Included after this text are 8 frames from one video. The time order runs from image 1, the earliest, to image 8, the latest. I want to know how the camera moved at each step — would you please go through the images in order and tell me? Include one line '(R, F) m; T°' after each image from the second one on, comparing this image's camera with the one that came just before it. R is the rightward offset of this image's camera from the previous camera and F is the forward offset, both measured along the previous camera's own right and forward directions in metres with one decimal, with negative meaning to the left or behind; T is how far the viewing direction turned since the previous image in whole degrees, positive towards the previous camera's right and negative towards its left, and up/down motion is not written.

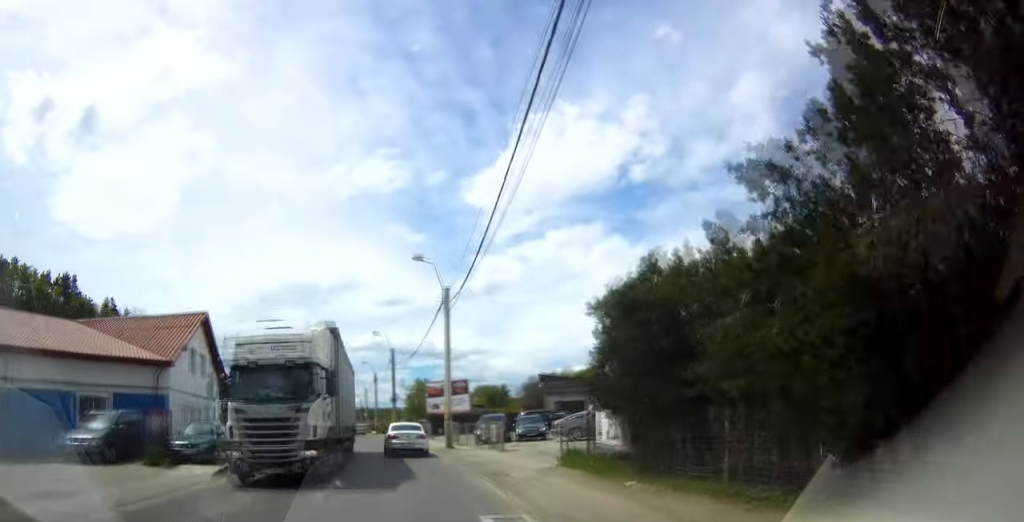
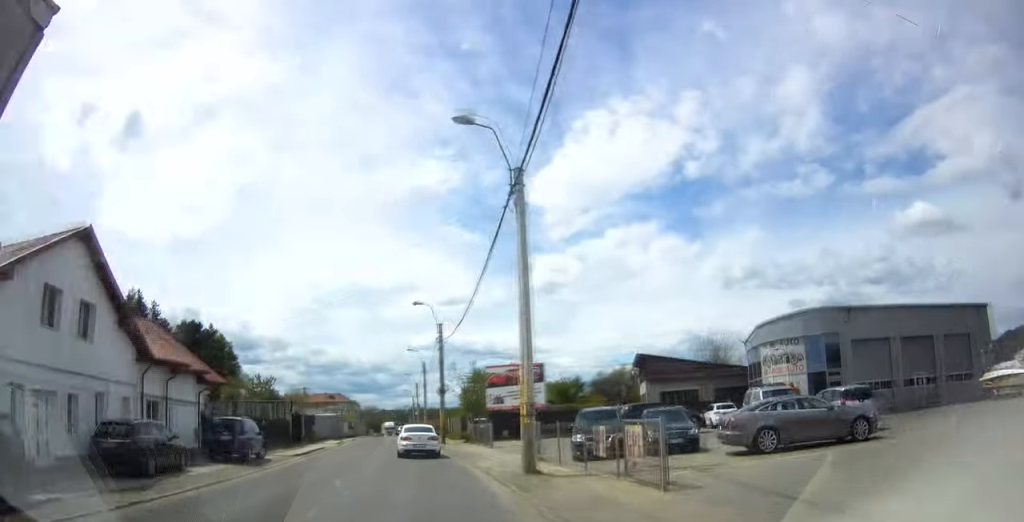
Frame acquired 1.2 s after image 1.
(-0.9, +15.2) m; -6°
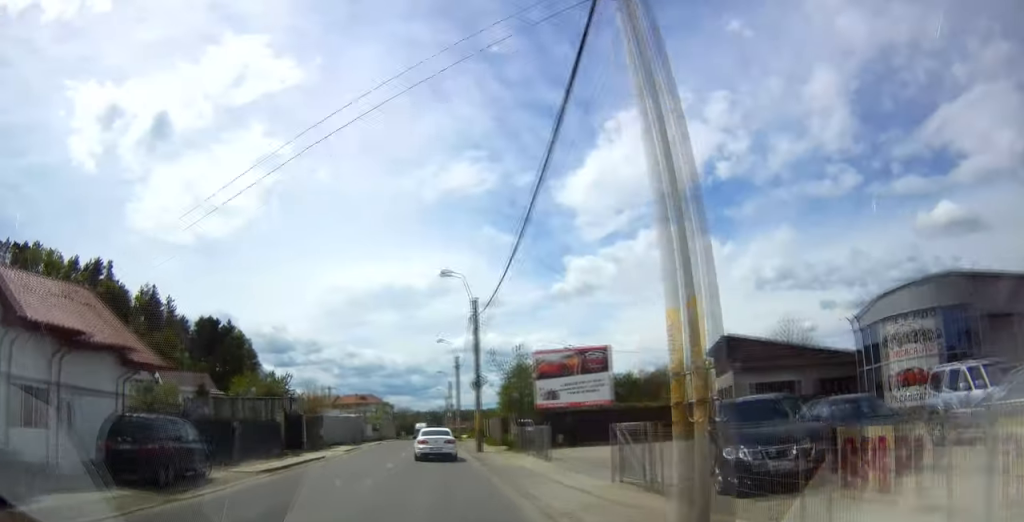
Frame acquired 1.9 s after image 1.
(-0.4, +9.3) m; -1°
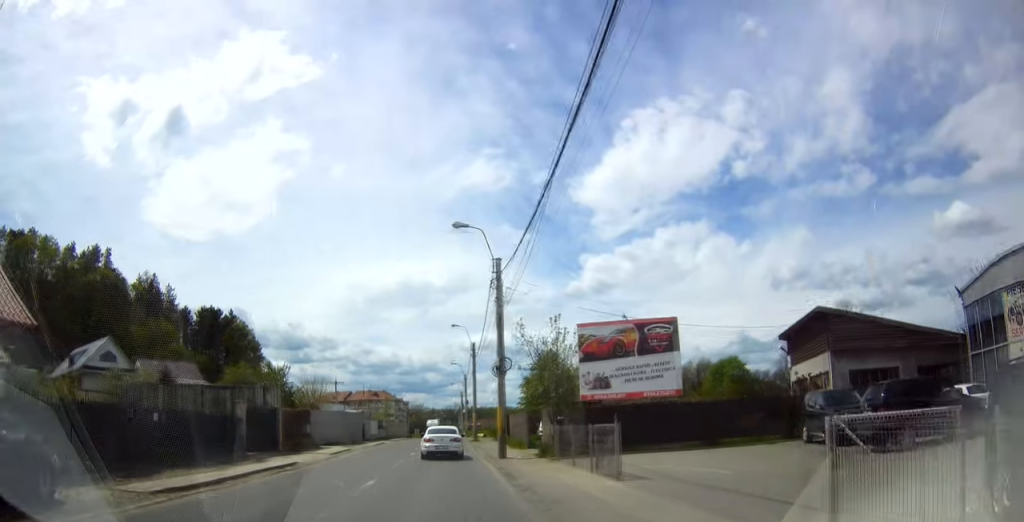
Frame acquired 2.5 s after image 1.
(0.0, +7.9) m; -1°
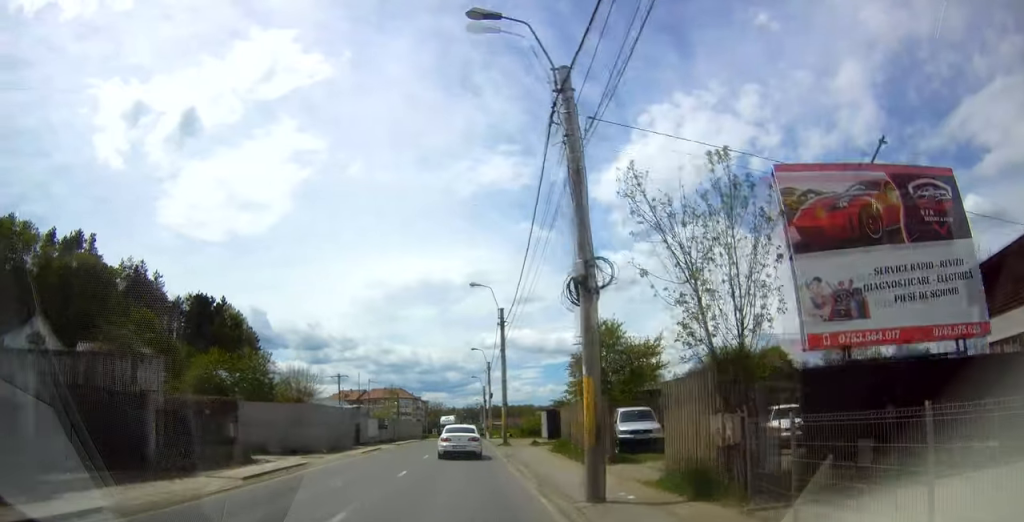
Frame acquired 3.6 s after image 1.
(-0.3, +14.5) m; -2°
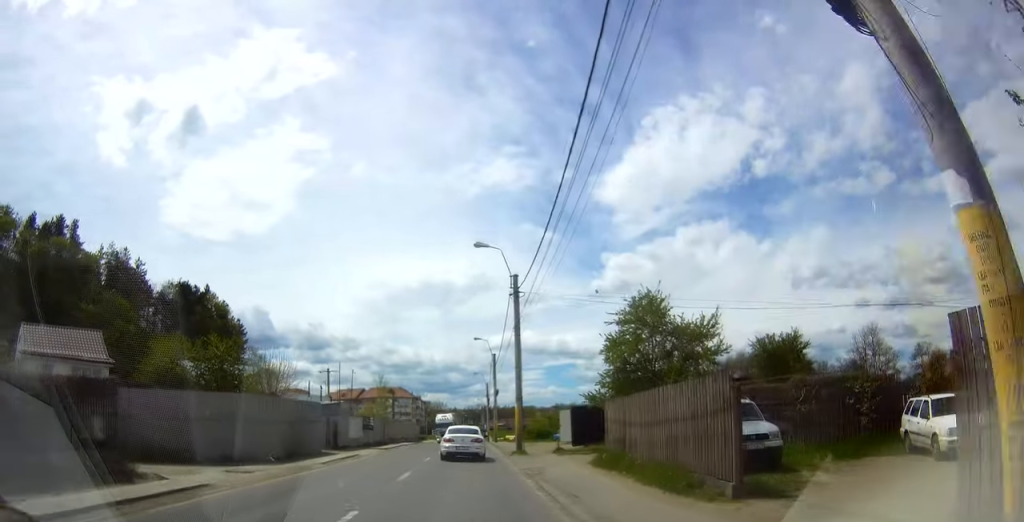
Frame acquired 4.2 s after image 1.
(-0.2, +8.7) m; -1°
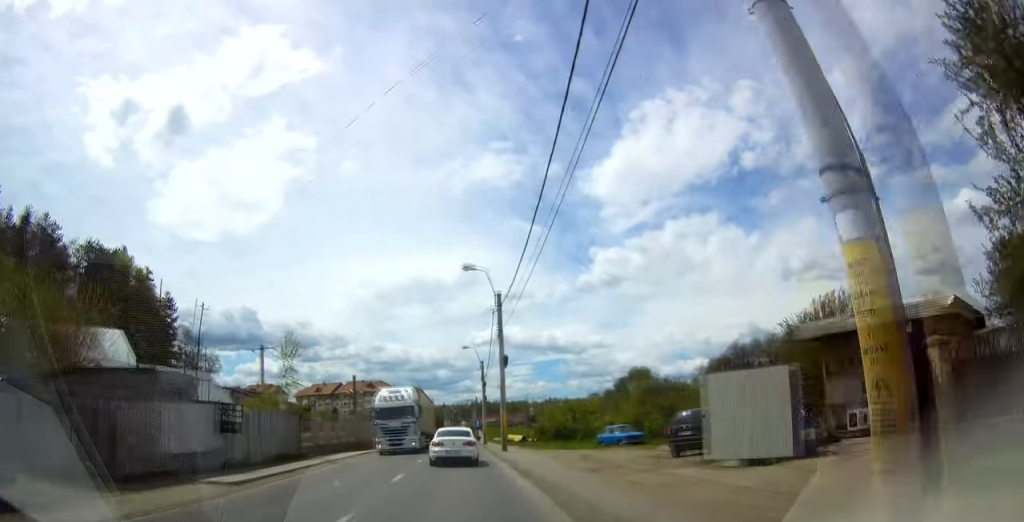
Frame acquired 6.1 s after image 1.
(+1.1, +25.3) m; 0°
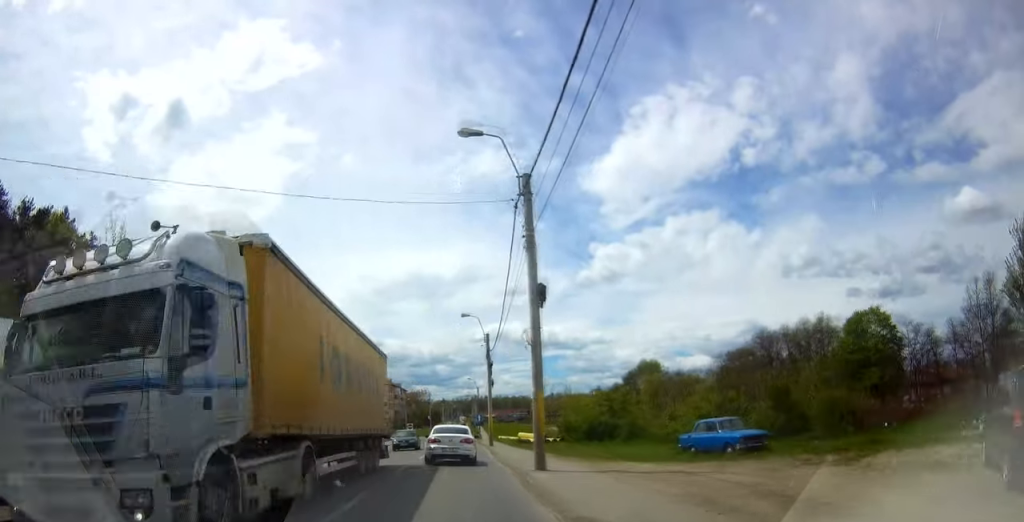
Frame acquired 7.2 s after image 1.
(-0.9, +15.9) m; -1°
